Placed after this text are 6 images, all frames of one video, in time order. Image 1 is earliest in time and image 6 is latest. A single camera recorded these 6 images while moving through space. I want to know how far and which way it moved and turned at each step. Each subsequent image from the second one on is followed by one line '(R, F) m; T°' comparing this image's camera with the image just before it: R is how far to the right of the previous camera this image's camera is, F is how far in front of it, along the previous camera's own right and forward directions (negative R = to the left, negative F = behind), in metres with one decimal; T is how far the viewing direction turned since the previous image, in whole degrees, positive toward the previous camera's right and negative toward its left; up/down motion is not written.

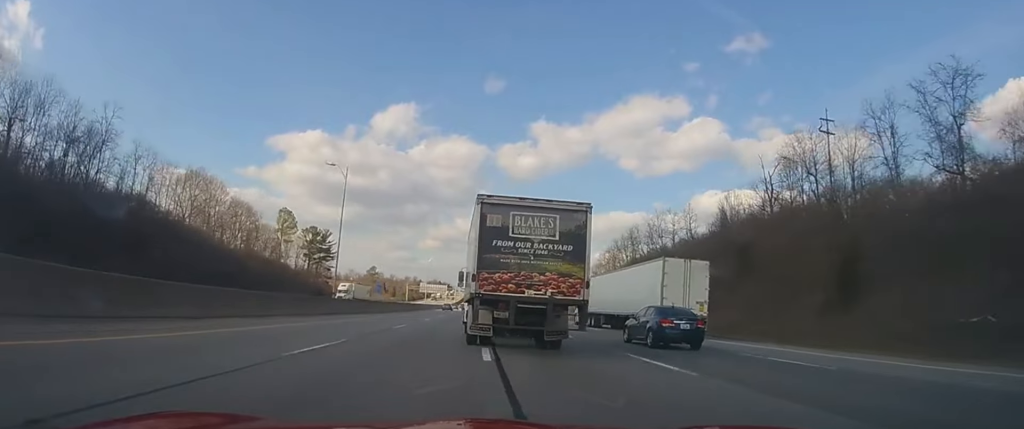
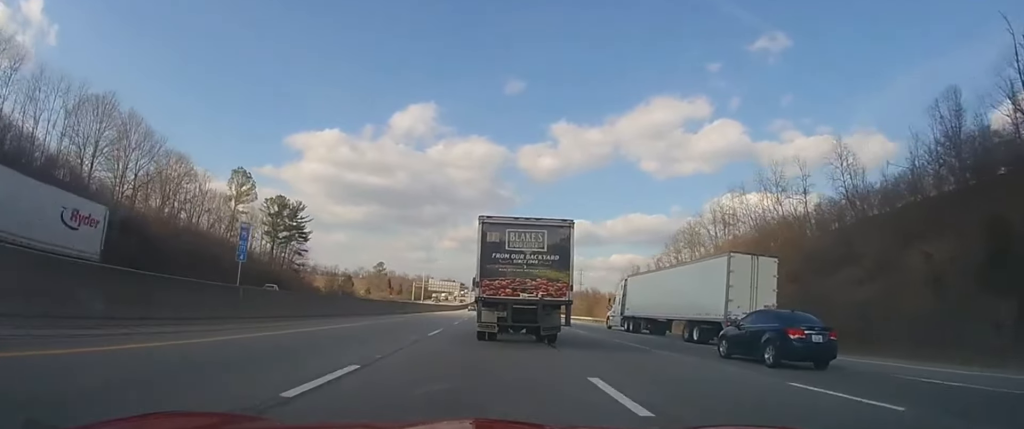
(-0.5, +40.5) m; 0°
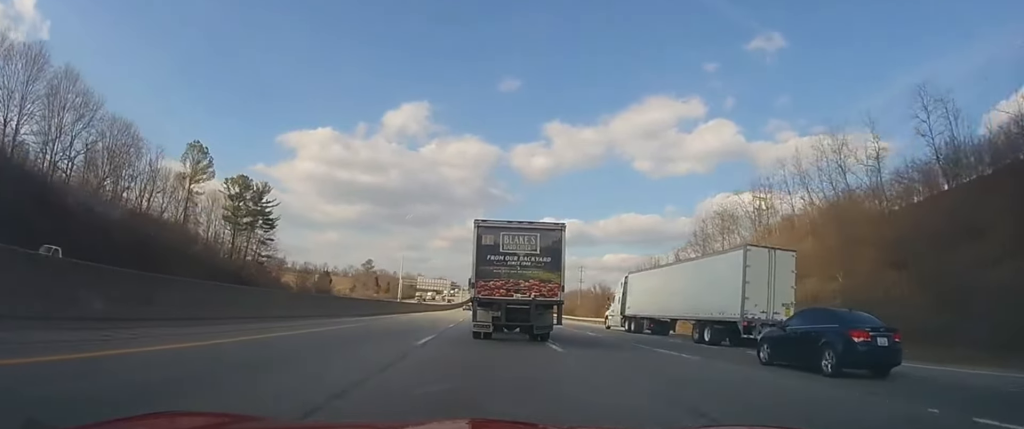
(+0.2, +17.3) m; 0°
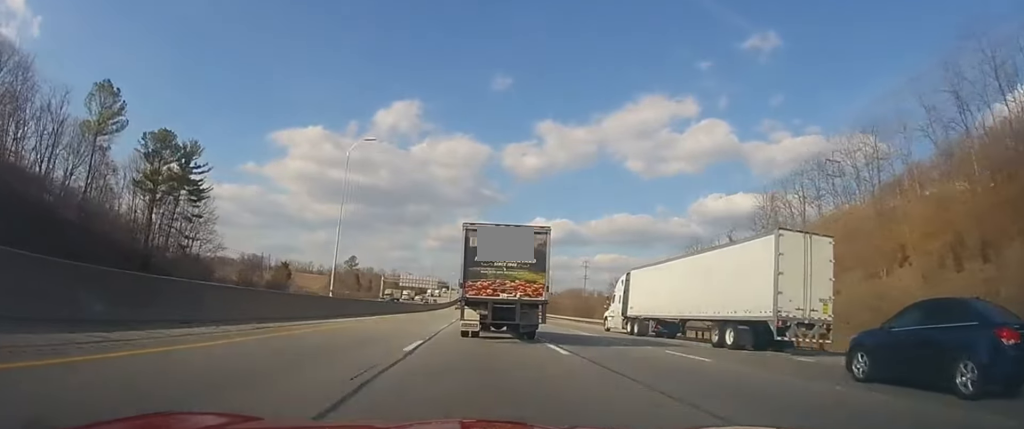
(-0.1, +24.9) m; +1°
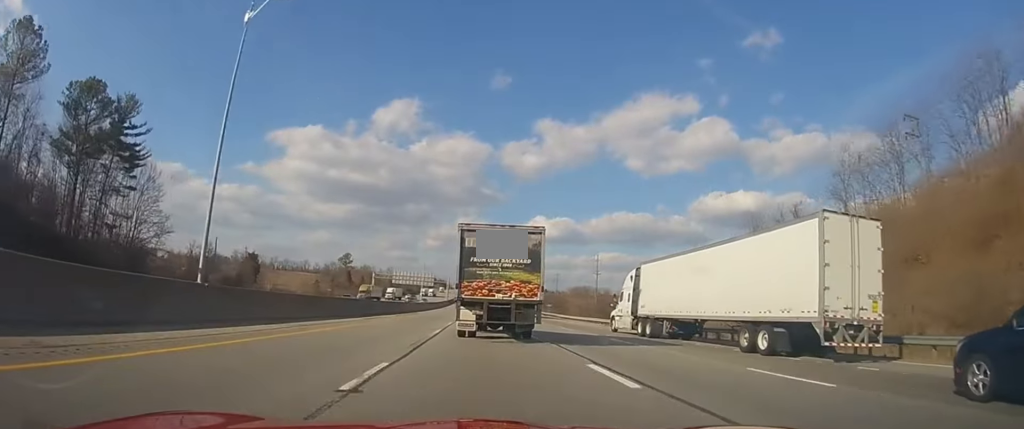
(+0.1, +18.6) m; +2°
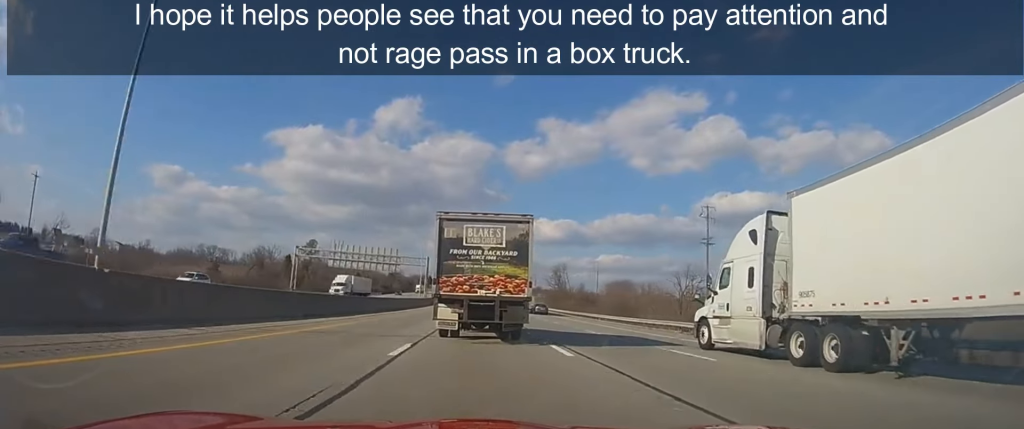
(-1.0, +80.8) m; -2°
